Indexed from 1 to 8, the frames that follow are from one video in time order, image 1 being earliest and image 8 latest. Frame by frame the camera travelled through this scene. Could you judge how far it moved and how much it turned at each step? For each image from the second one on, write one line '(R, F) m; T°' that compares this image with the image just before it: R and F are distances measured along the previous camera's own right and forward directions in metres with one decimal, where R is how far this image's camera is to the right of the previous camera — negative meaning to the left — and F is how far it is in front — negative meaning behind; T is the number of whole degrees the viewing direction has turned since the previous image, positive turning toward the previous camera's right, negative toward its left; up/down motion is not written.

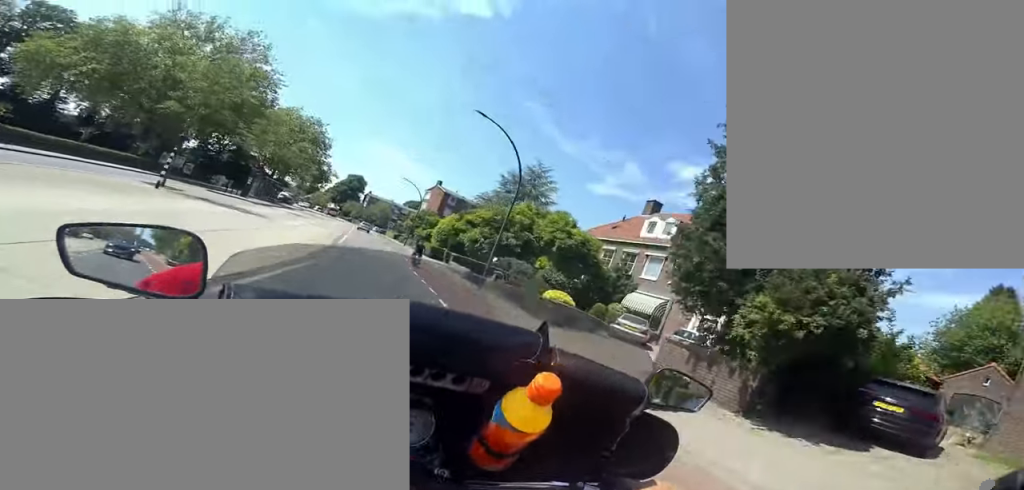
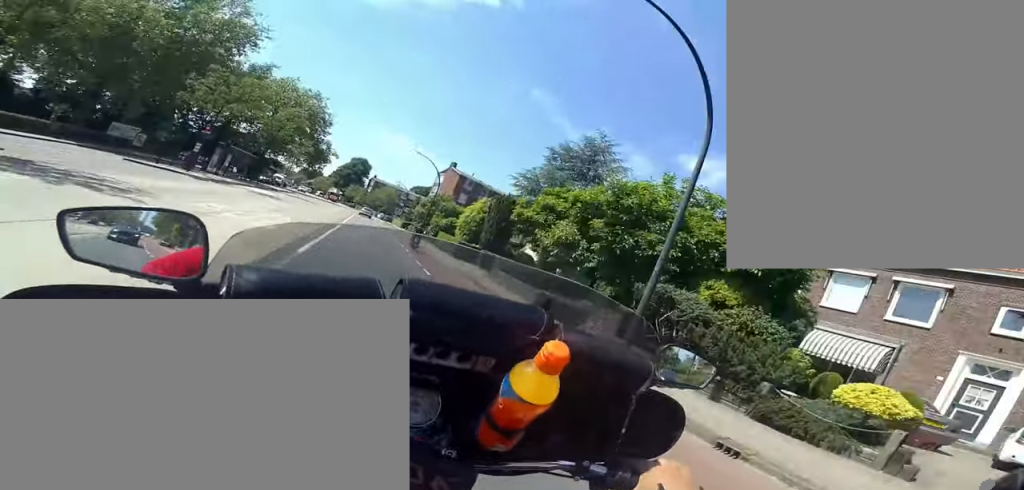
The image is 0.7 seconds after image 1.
(0.0, +9.6) m; 0°
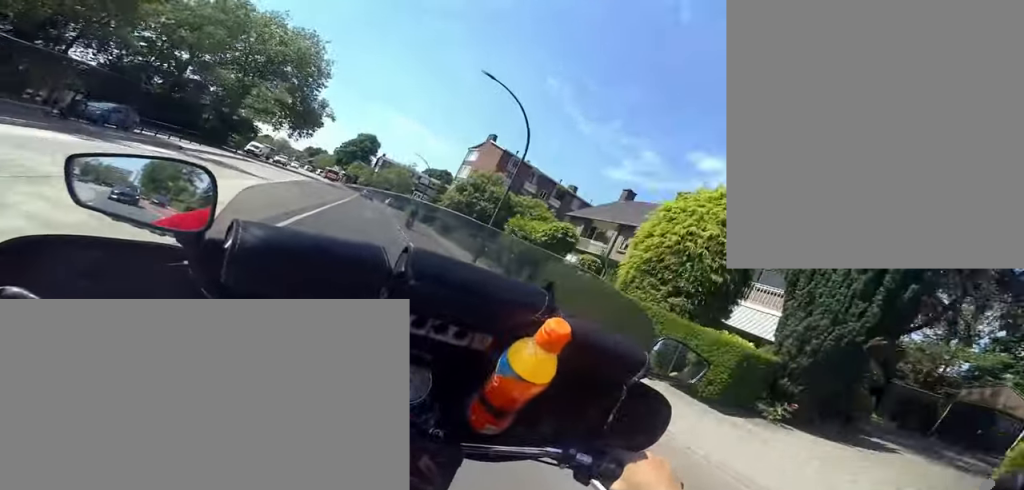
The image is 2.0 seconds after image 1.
(+0.3, +18.4) m; -3°
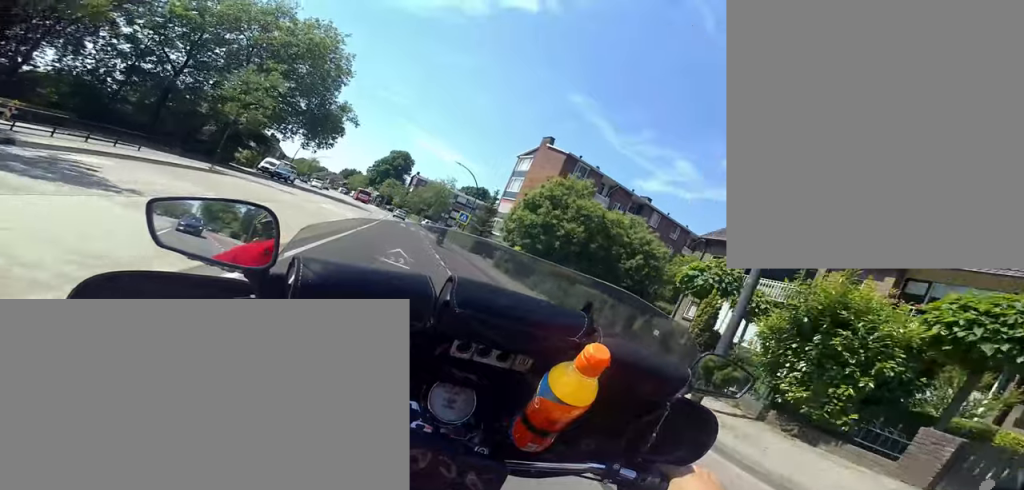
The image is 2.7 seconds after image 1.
(-0.4, +9.5) m; -2°
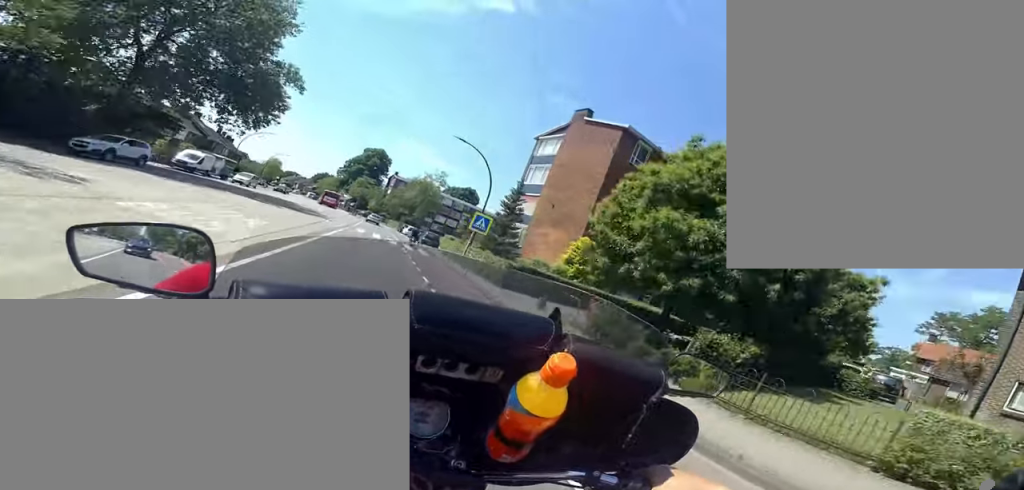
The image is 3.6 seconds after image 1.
(-0.5, +11.8) m; -1°
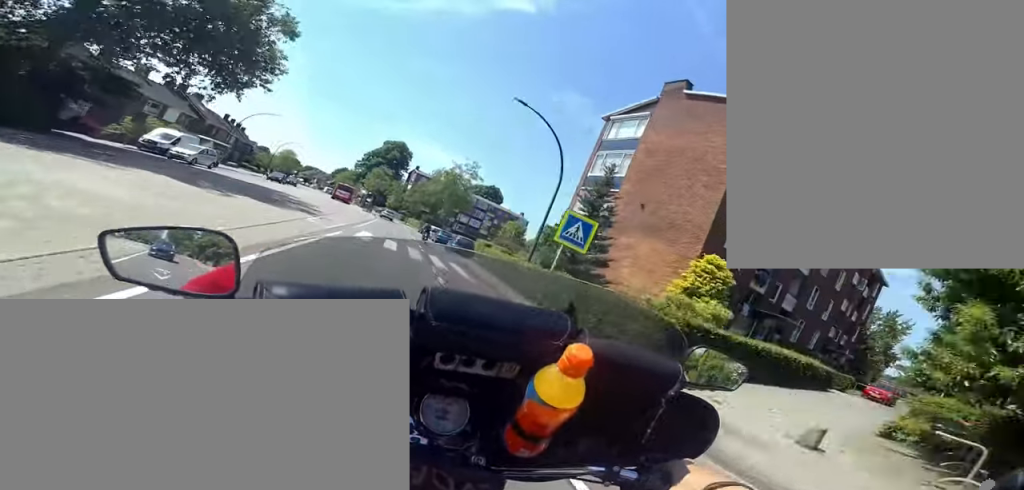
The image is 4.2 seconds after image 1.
(+0.8, +7.9) m; 0°
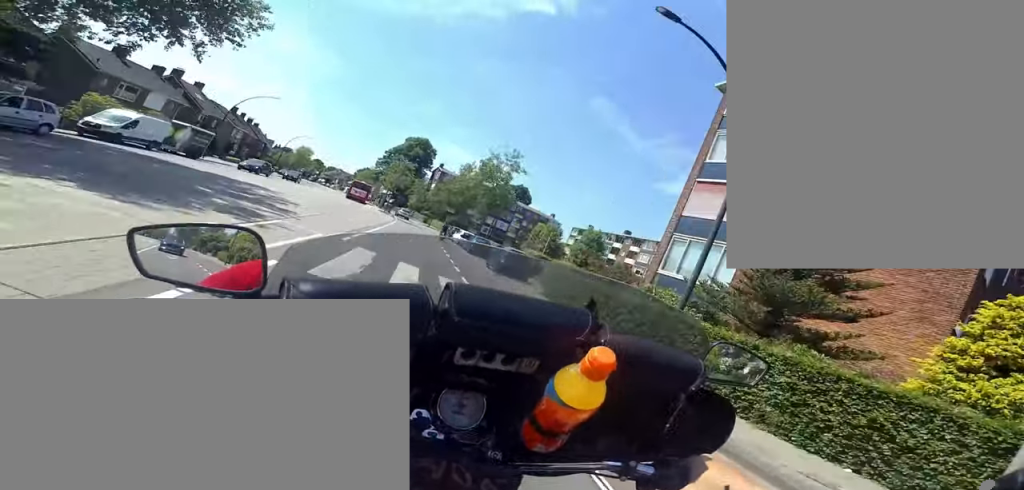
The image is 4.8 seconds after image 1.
(-0.5, +8.1) m; -3°
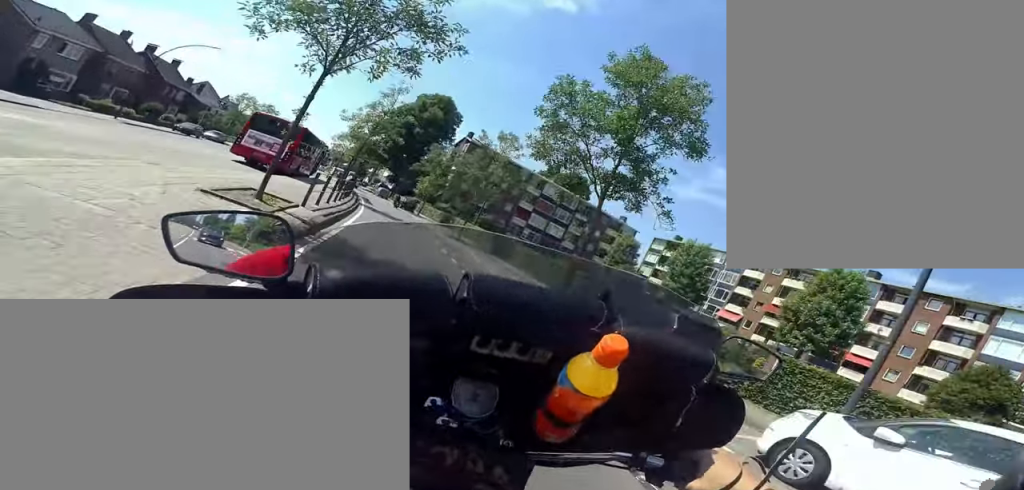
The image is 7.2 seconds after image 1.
(-2.0, +34.0) m; -9°
